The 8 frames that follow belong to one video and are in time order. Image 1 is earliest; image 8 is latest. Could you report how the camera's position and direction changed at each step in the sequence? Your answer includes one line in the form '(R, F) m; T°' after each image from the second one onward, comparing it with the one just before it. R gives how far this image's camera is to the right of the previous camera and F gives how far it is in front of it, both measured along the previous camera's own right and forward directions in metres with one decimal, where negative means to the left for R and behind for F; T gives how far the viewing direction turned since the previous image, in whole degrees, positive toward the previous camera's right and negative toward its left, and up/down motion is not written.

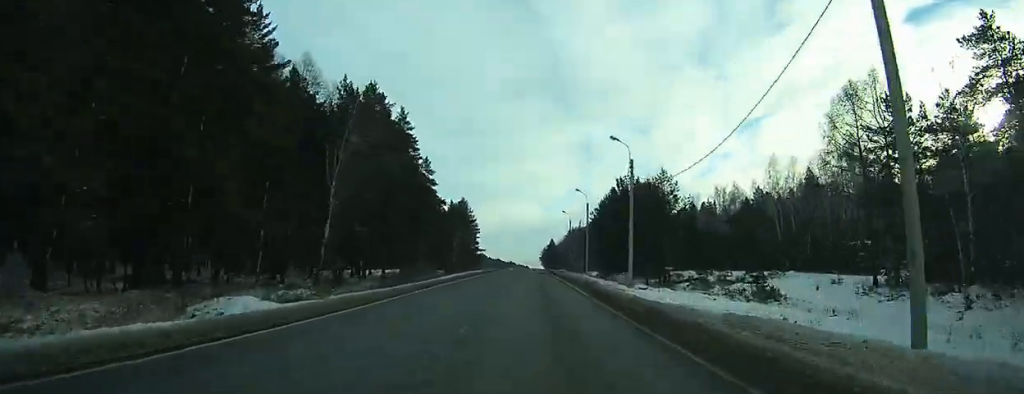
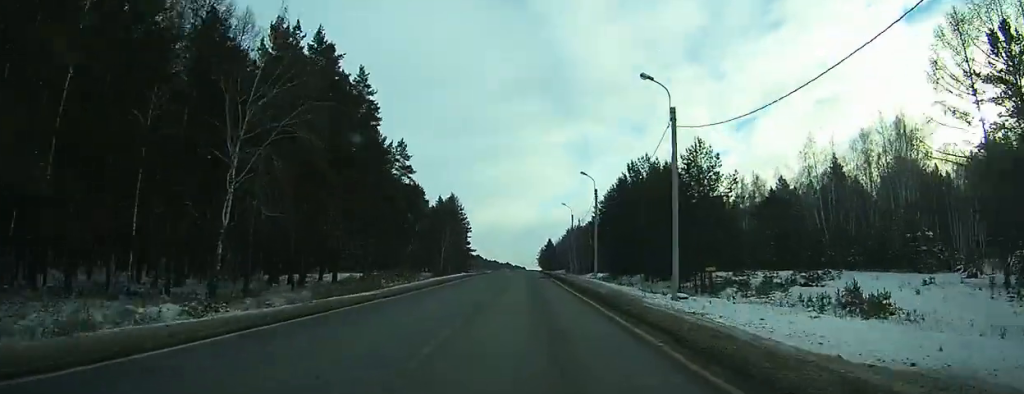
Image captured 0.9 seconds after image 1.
(+0.4, +13.3) m; -1°
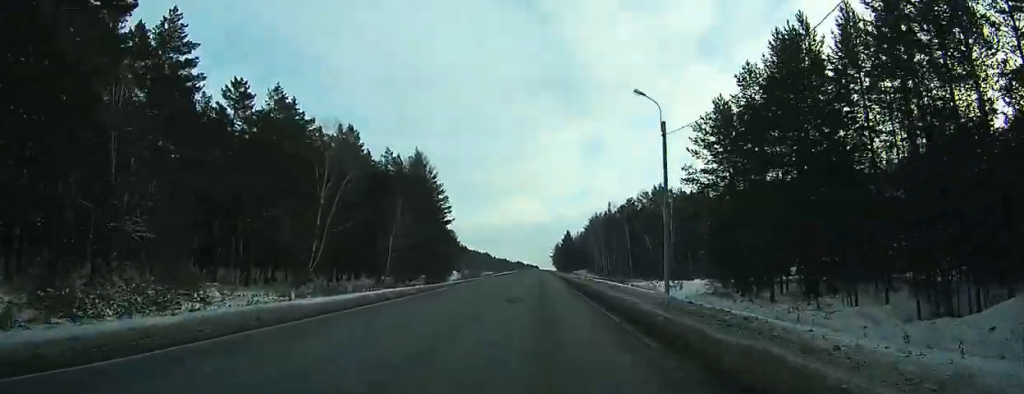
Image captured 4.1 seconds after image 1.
(-1.5, +59.9) m; -1°
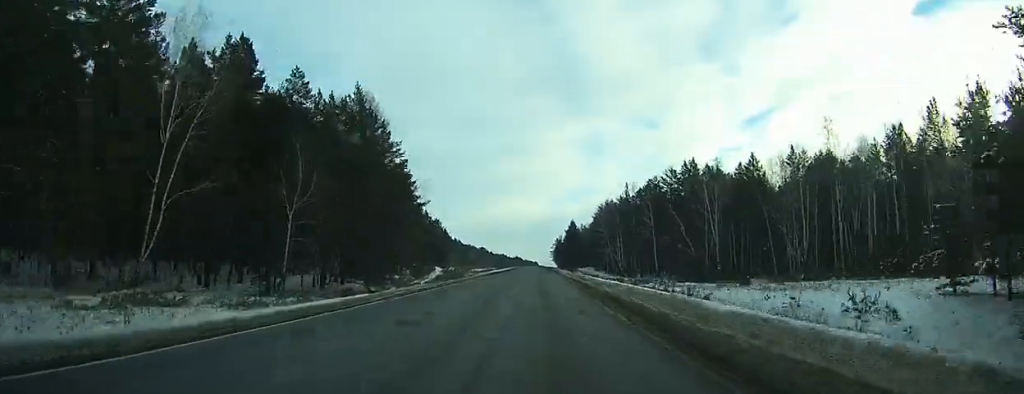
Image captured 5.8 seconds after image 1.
(+0.4, +34.6) m; +2°
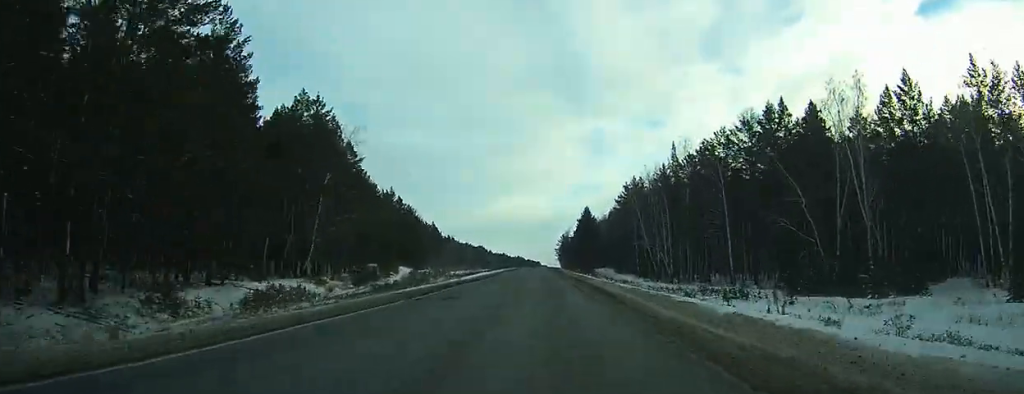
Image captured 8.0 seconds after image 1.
(+1.6, +45.0) m; +3°
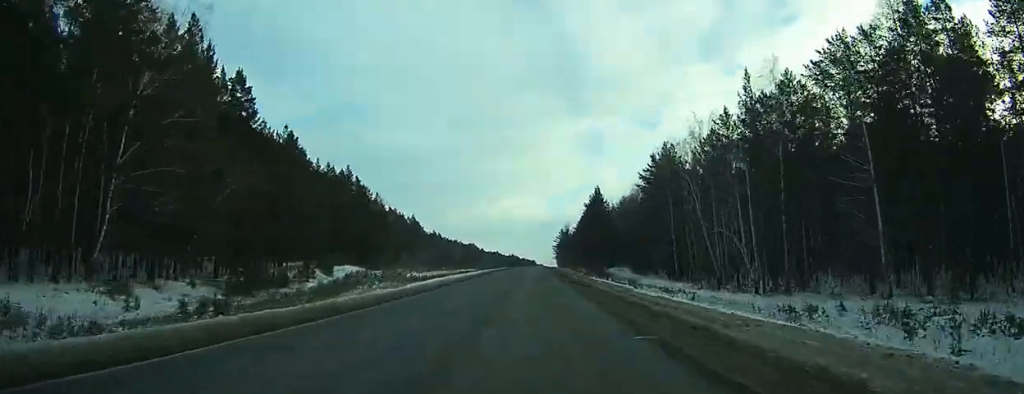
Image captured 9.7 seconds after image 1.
(+2.4, +32.2) m; -6°
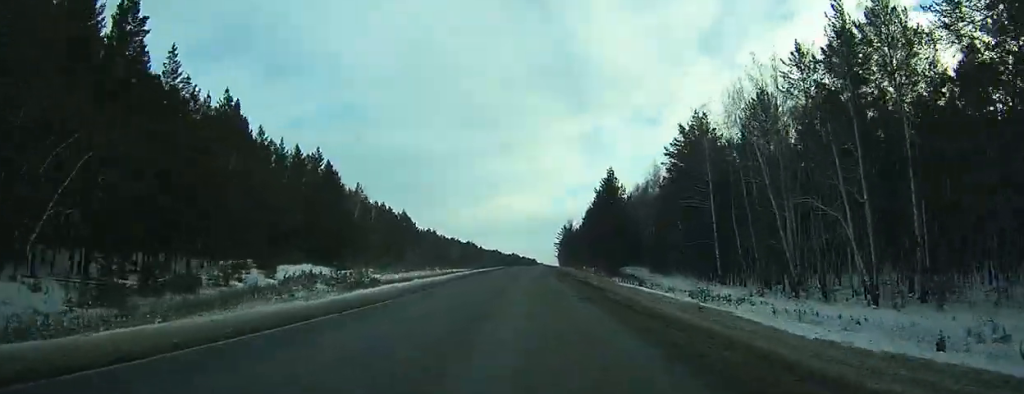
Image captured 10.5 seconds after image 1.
(-3.6, +15.3) m; -3°
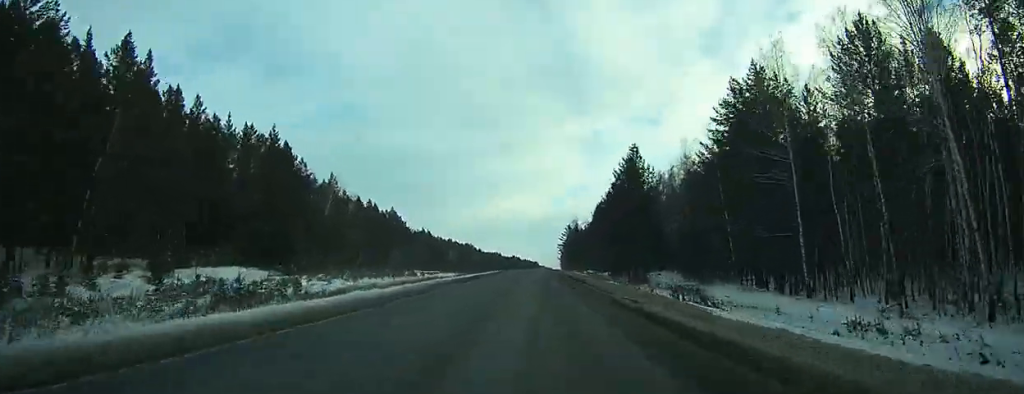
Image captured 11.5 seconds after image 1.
(-2.7, +16.9) m; -3°
